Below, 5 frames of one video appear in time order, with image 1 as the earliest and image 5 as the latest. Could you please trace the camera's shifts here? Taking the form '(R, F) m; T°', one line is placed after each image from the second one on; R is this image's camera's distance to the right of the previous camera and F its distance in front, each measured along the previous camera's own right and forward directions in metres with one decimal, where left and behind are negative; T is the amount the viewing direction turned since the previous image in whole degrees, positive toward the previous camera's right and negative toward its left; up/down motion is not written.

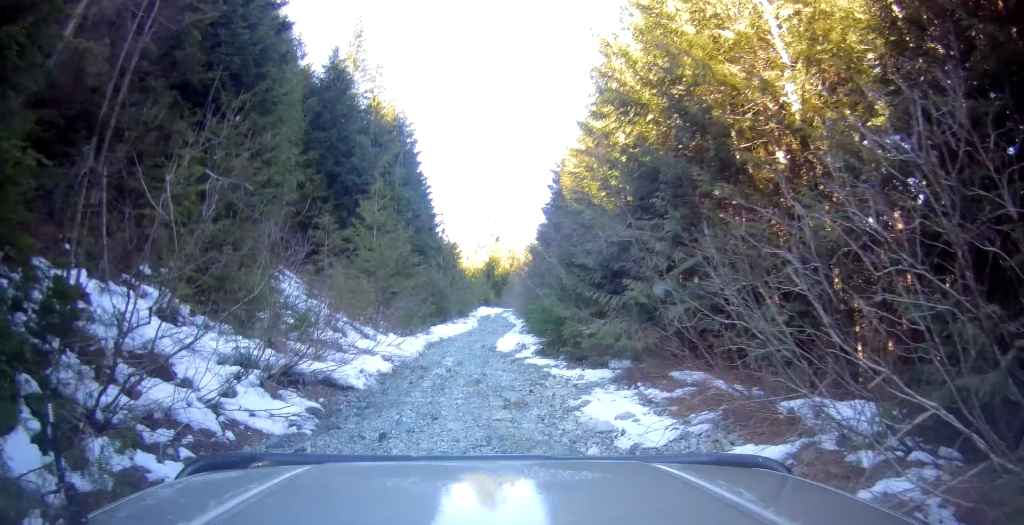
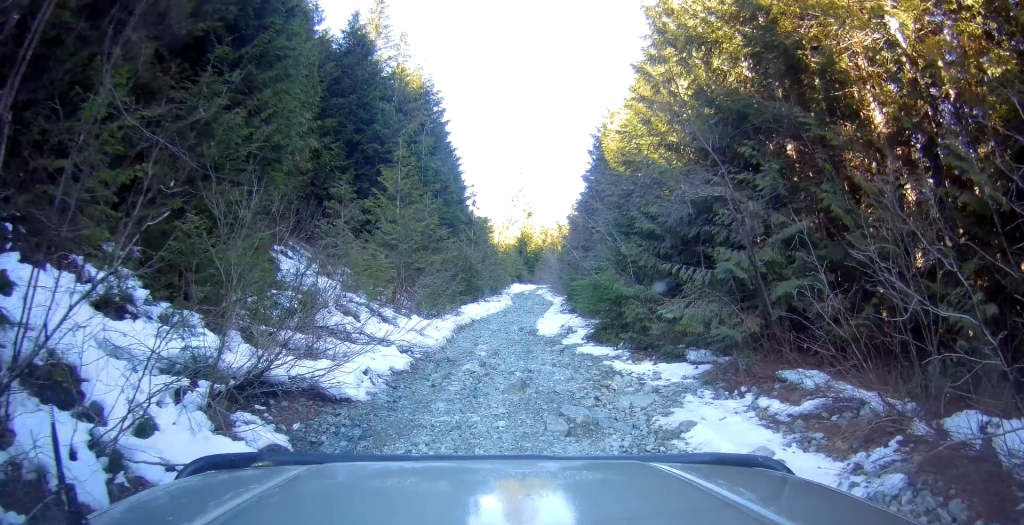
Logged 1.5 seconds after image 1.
(0.0, +3.9) m; -3°
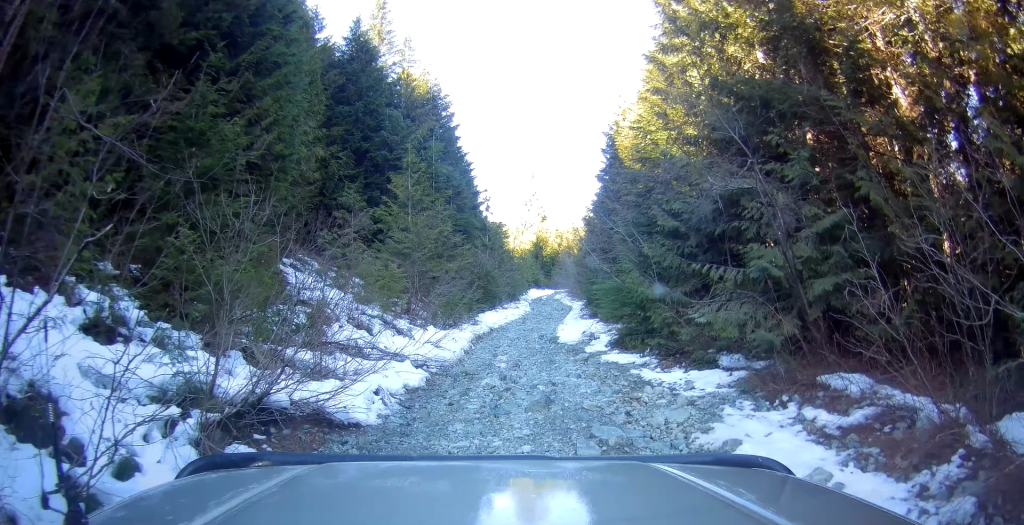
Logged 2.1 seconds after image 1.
(0.0, +1.1) m; -2°
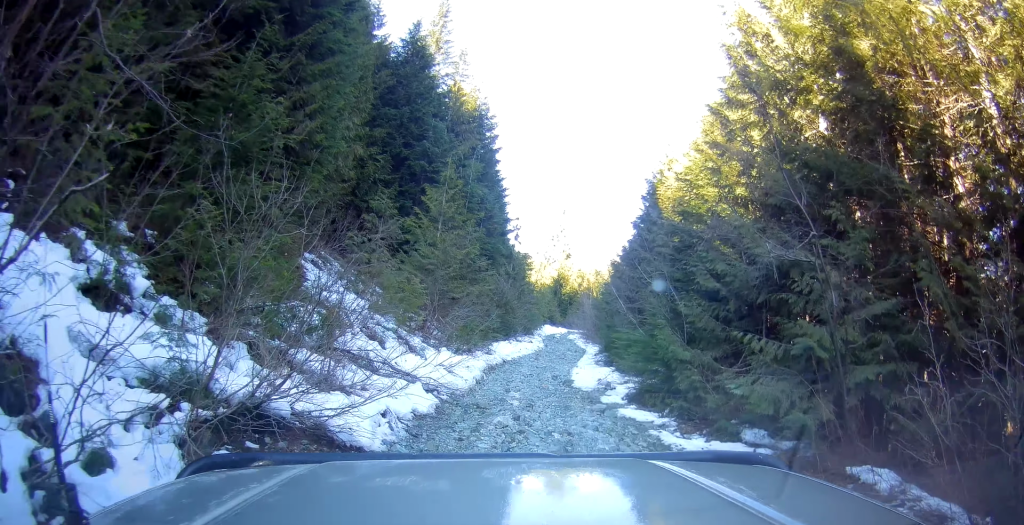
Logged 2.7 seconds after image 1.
(-0.3, +1.1) m; 0°
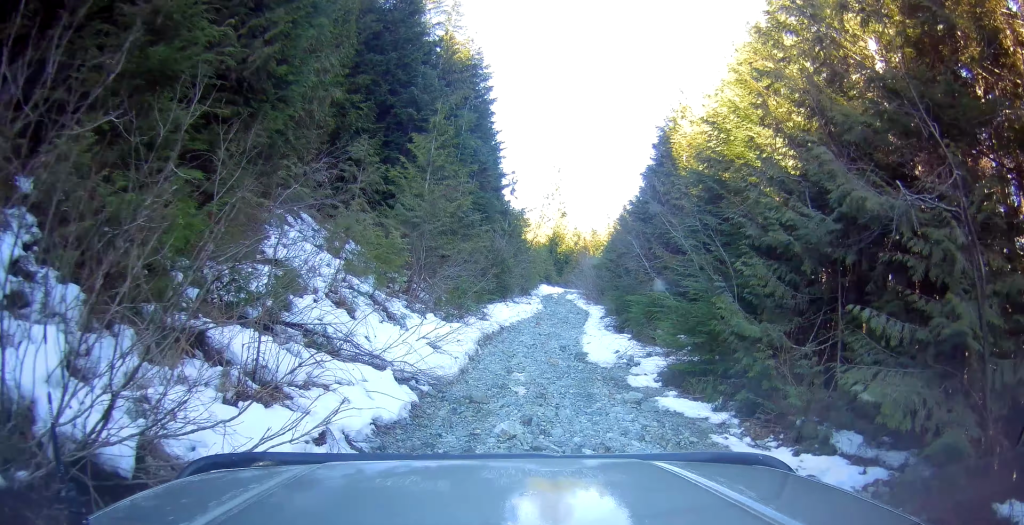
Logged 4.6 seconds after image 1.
(+0.7, +3.3) m; -2°
